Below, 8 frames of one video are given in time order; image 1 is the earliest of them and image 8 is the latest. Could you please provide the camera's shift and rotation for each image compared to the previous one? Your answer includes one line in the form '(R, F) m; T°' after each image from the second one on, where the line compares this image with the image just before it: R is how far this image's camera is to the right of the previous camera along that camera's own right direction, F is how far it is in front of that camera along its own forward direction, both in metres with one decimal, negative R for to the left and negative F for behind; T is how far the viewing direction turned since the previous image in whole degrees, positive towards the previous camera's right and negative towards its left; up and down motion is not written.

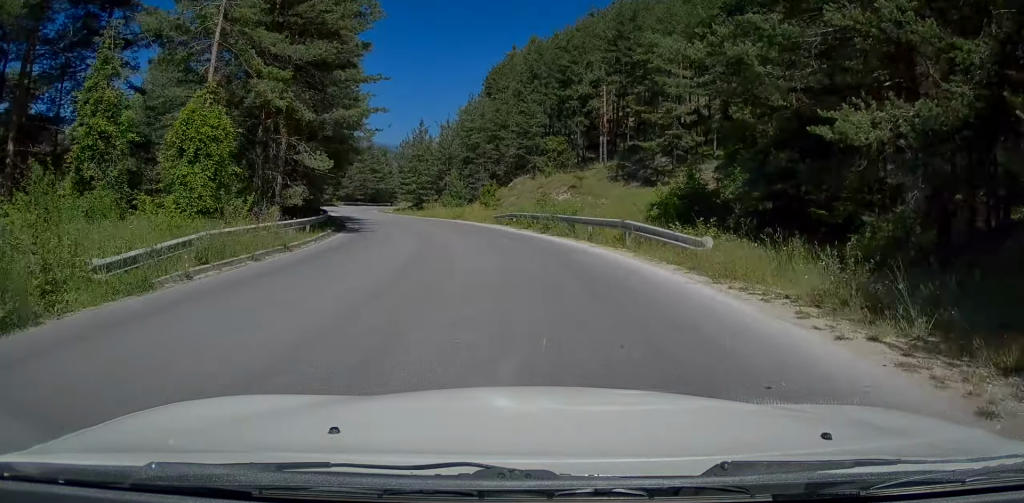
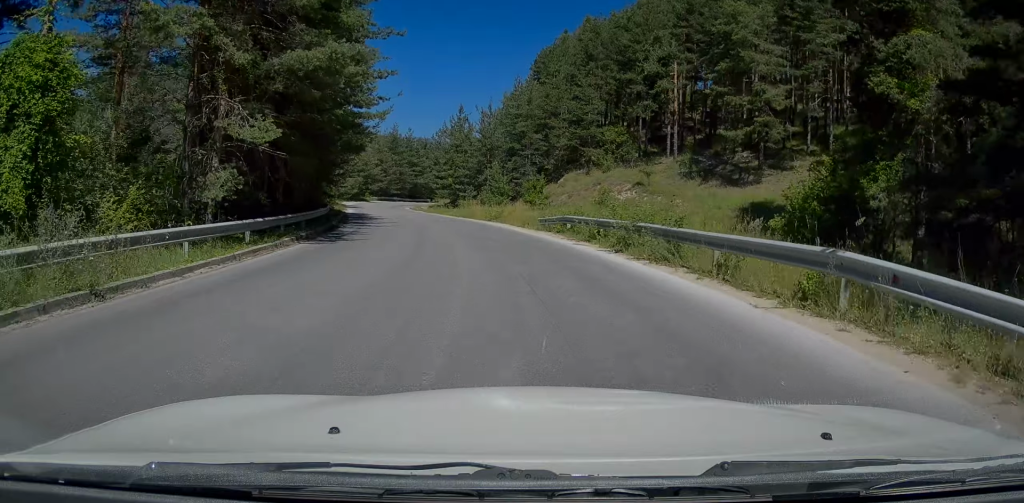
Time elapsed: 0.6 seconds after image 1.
(0.0, +9.0) m; -4°
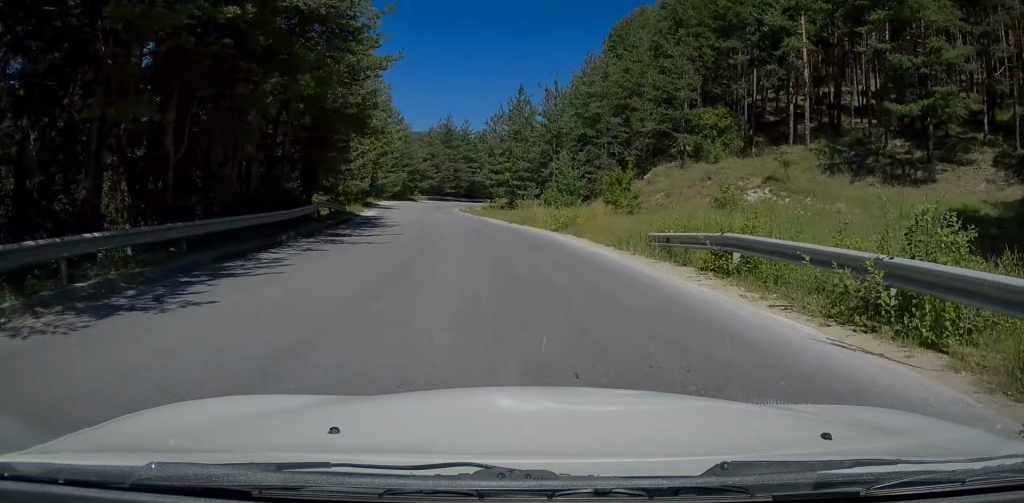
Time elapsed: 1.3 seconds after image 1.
(-0.8, +12.1) m; -6°
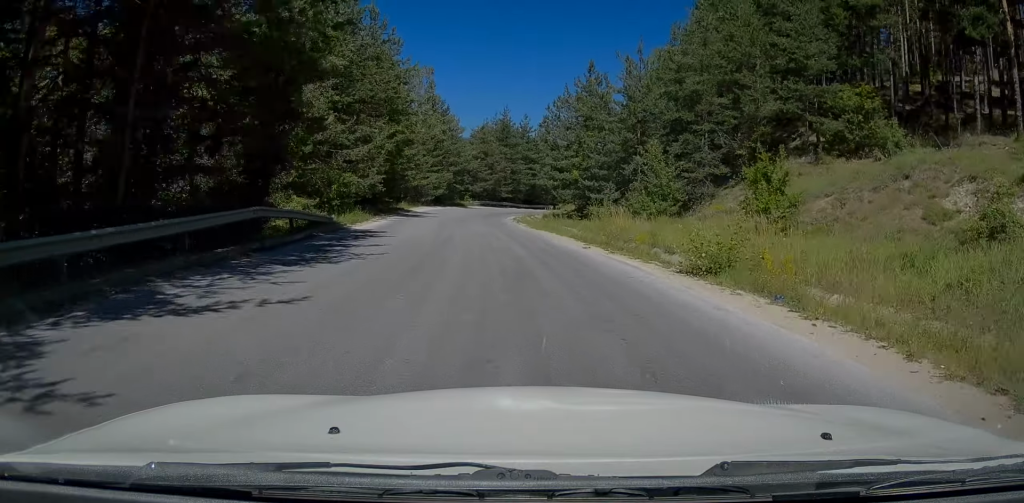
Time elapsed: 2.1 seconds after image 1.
(-0.7, +12.2) m; -5°
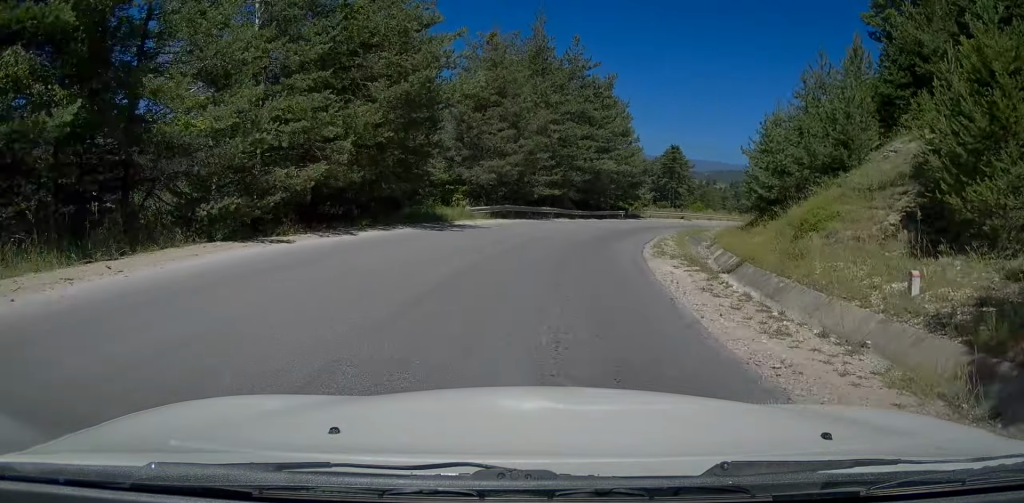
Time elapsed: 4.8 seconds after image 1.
(-1.8, +44.4) m; +2°
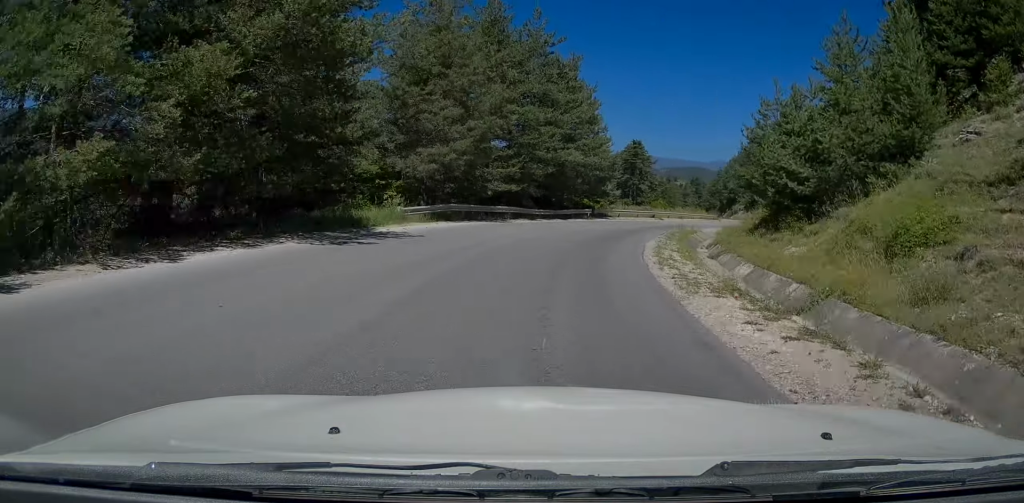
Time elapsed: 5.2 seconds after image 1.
(+0.4, +6.7) m; +3°
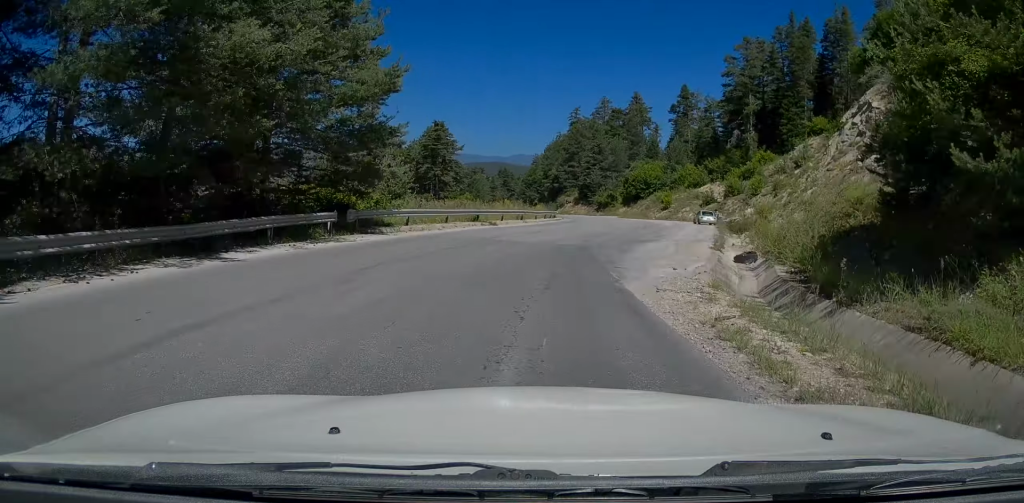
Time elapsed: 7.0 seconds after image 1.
(+3.4, +29.3) m; +14°
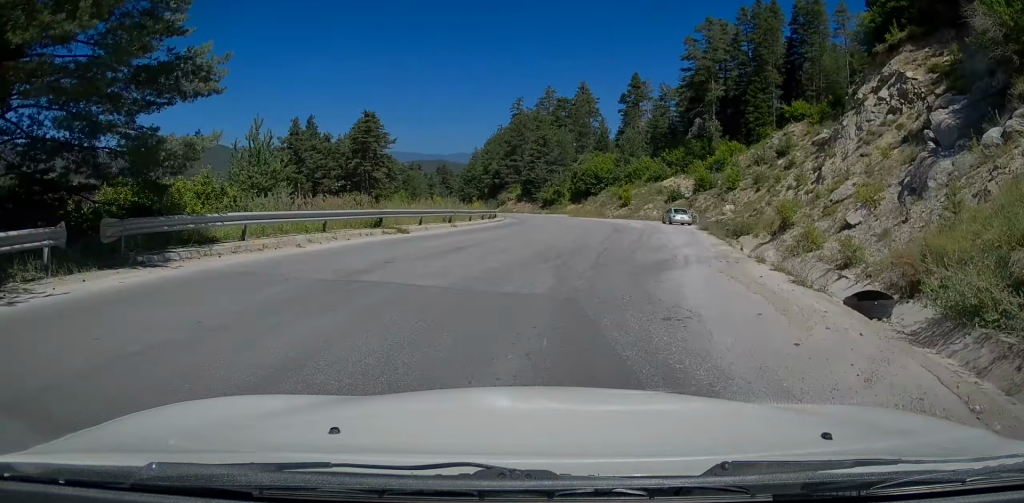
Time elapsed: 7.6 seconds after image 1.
(+0.4, +10.6) m; +5°
